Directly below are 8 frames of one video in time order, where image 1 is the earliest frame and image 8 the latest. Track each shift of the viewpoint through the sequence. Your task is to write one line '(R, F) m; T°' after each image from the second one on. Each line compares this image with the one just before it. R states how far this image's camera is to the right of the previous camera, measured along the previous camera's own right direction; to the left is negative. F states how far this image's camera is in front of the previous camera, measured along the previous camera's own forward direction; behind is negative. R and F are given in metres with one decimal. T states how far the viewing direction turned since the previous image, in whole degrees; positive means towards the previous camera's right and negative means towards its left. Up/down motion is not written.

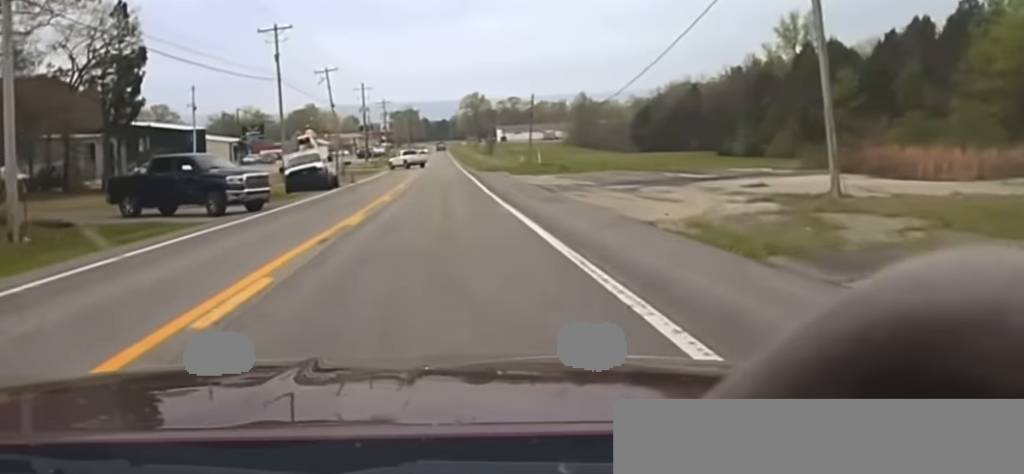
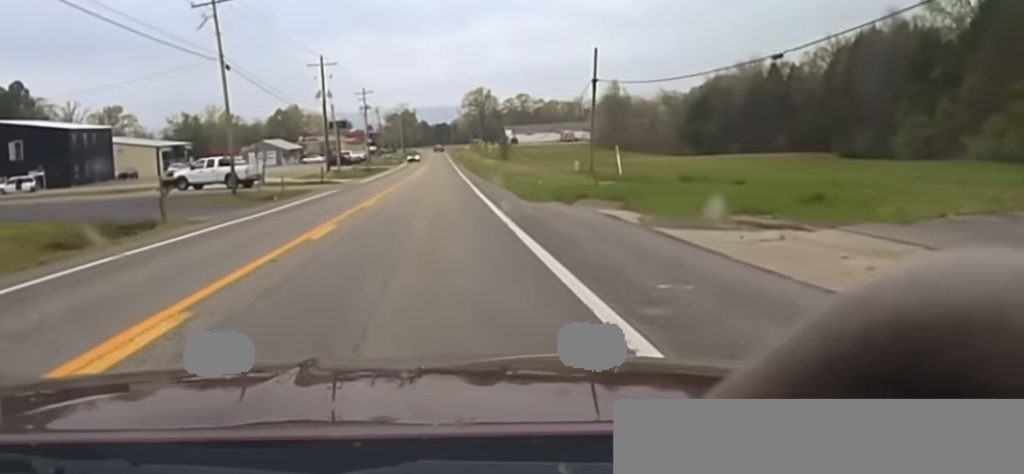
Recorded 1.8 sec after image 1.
(+0.2, +46.8) m; 0°
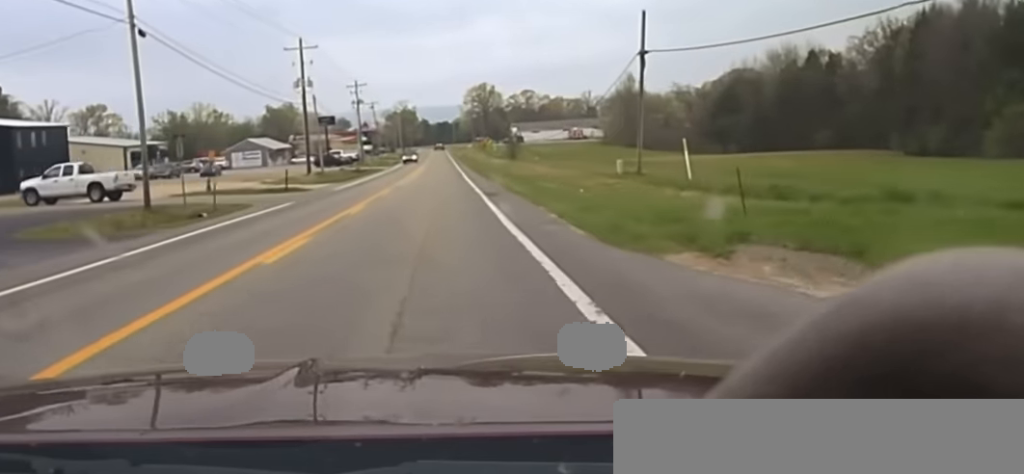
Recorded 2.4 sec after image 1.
(0.0, +16.6) m; 0°
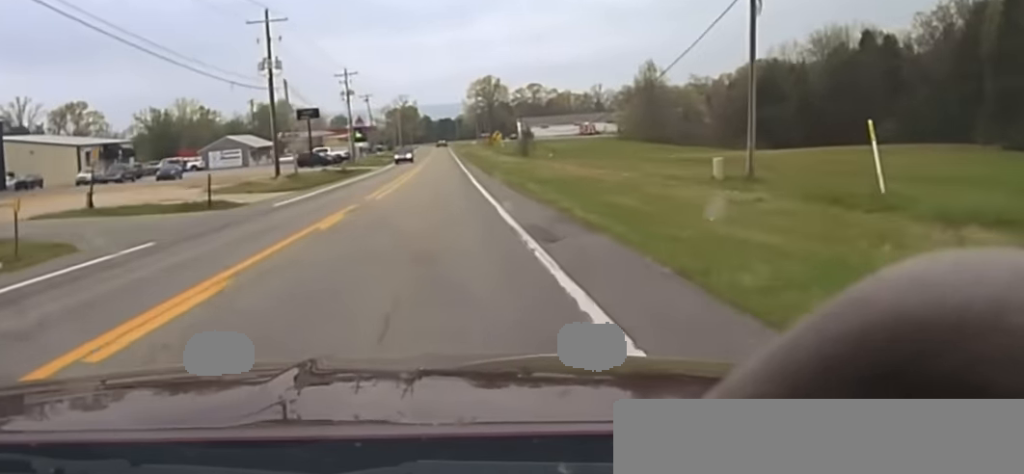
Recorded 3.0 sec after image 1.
(0.0, +19.8) m; 0°
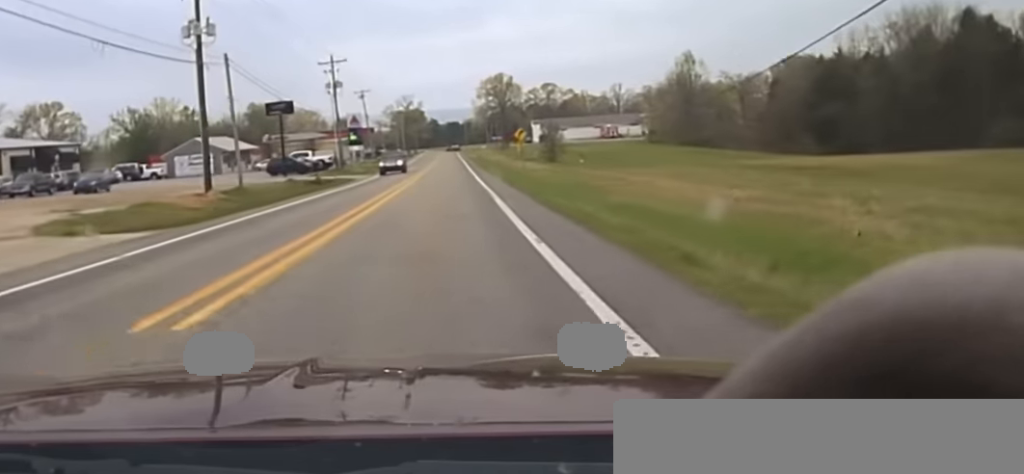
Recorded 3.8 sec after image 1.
(-0.1, +25.8) m; 0°
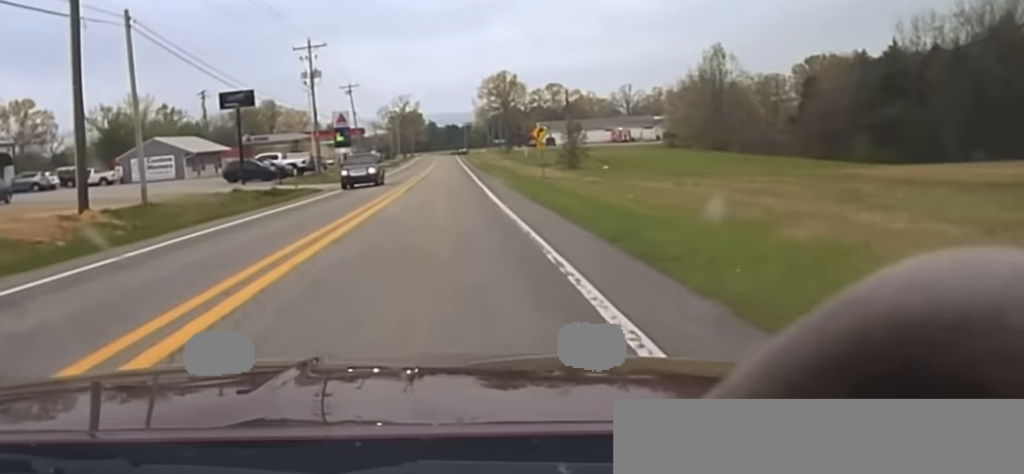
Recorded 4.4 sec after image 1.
(-0.1, +22.4) m; 0°
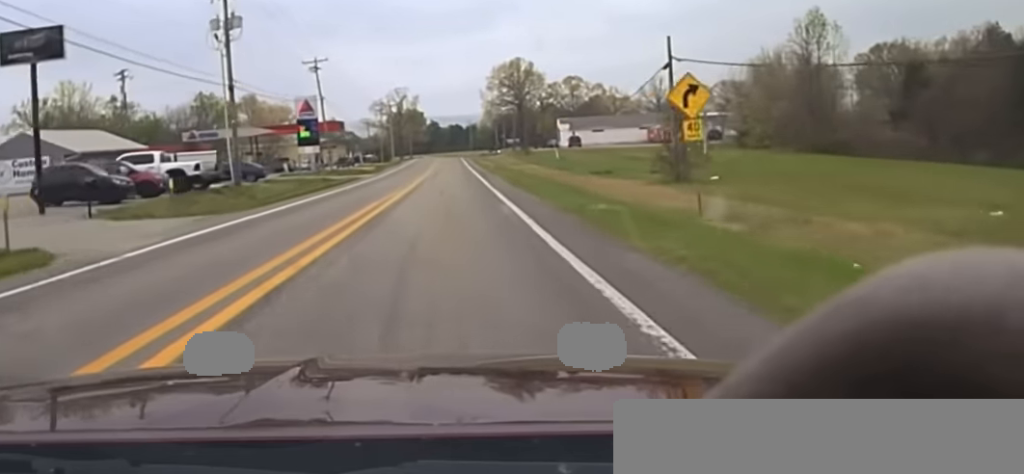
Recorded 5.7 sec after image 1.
(+0.3, +41.5) m; 0°
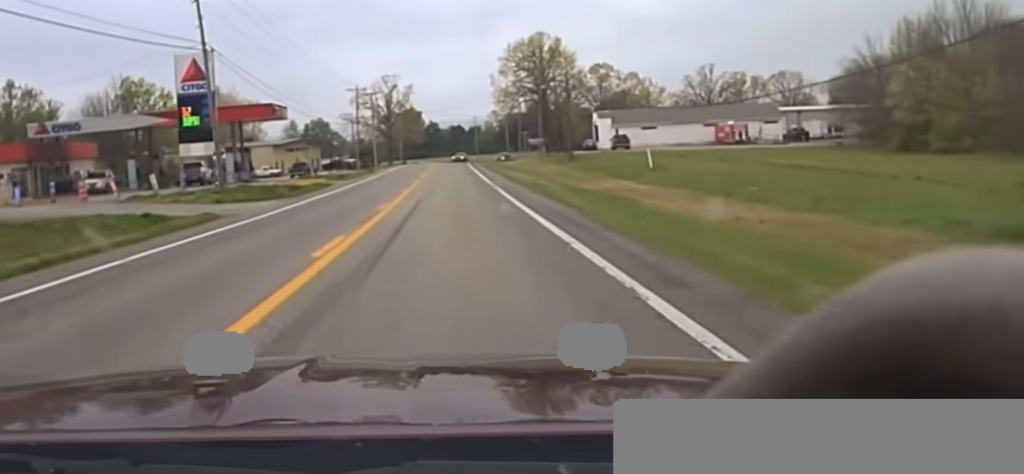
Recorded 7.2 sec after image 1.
(-0.4, +48.1) m; 0°
